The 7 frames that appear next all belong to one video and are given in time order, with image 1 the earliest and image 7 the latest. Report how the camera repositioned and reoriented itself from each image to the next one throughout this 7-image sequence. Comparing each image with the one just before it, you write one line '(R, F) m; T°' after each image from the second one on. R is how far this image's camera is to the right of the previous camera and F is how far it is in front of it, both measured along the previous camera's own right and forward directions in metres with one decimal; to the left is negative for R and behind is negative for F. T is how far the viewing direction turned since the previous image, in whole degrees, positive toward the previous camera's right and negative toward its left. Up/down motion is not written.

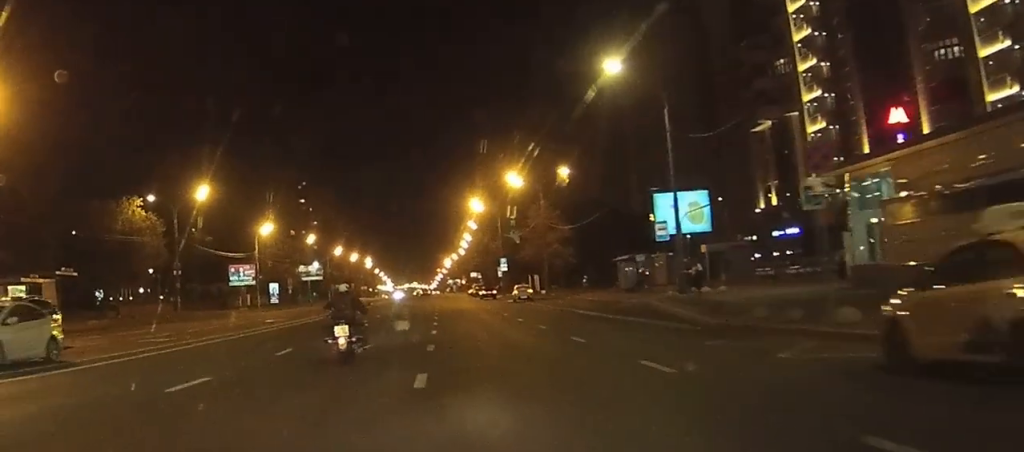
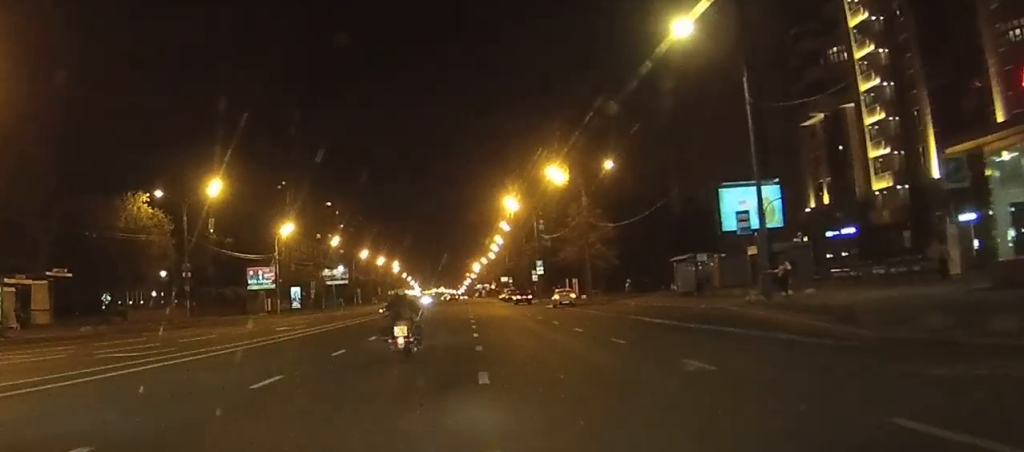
(-0.1, +7.3) m; -2°
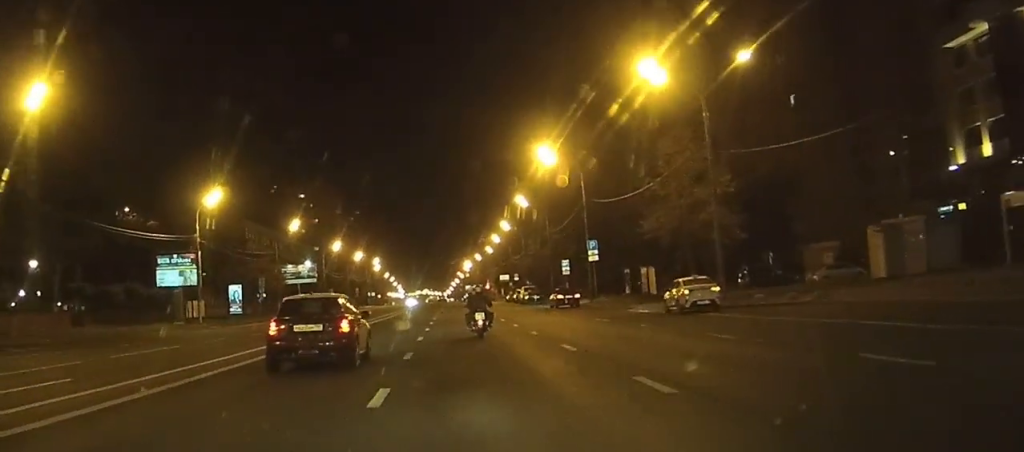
(-1.3, +37.4) m; -1°
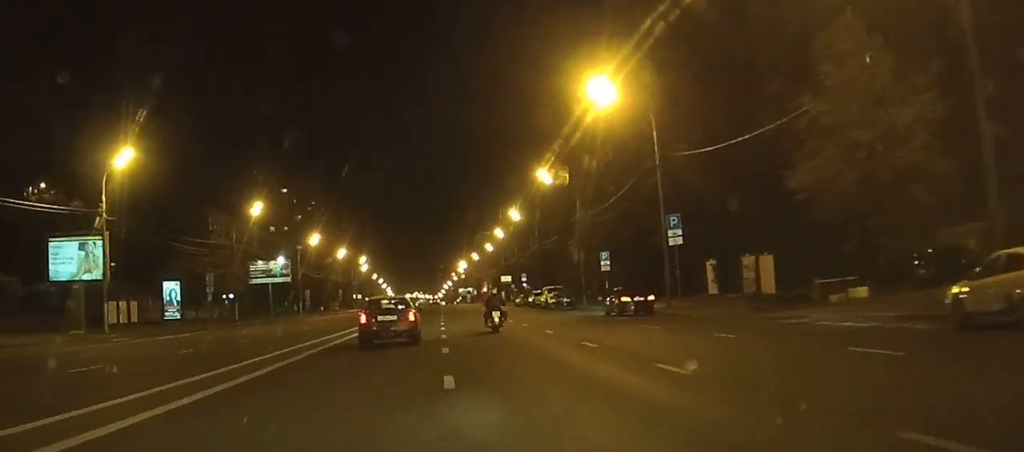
(0.0, +23.1) m; +1°
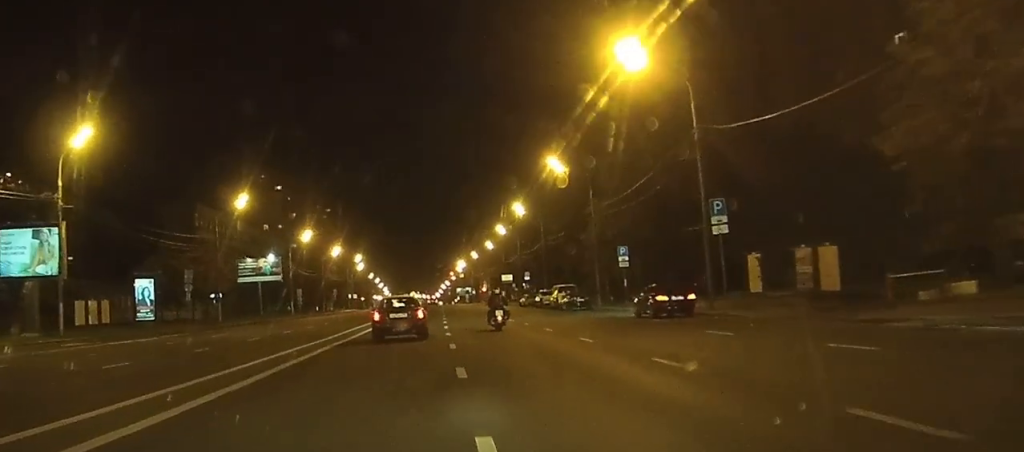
(0.0, +6.9) m; +1°
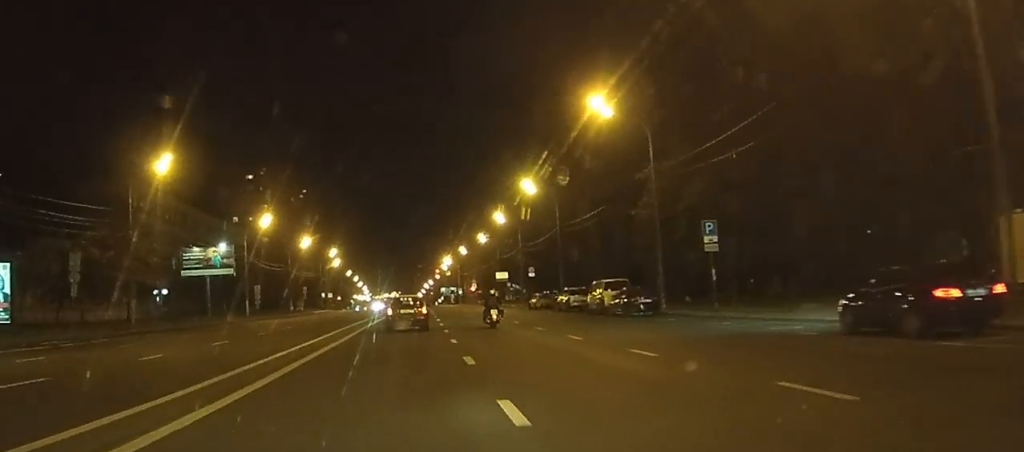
(+0.3, +21.8) m; +1°
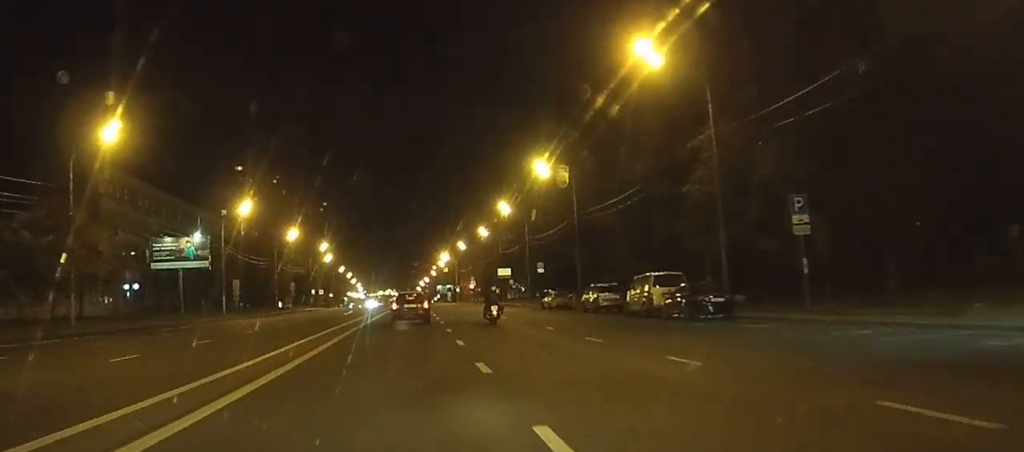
(0.0, +10.5) m; 0°
